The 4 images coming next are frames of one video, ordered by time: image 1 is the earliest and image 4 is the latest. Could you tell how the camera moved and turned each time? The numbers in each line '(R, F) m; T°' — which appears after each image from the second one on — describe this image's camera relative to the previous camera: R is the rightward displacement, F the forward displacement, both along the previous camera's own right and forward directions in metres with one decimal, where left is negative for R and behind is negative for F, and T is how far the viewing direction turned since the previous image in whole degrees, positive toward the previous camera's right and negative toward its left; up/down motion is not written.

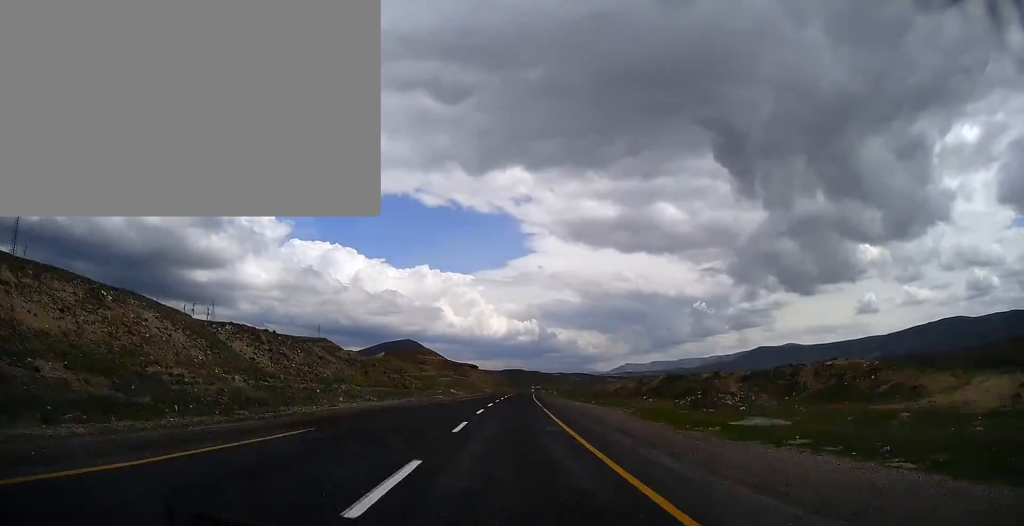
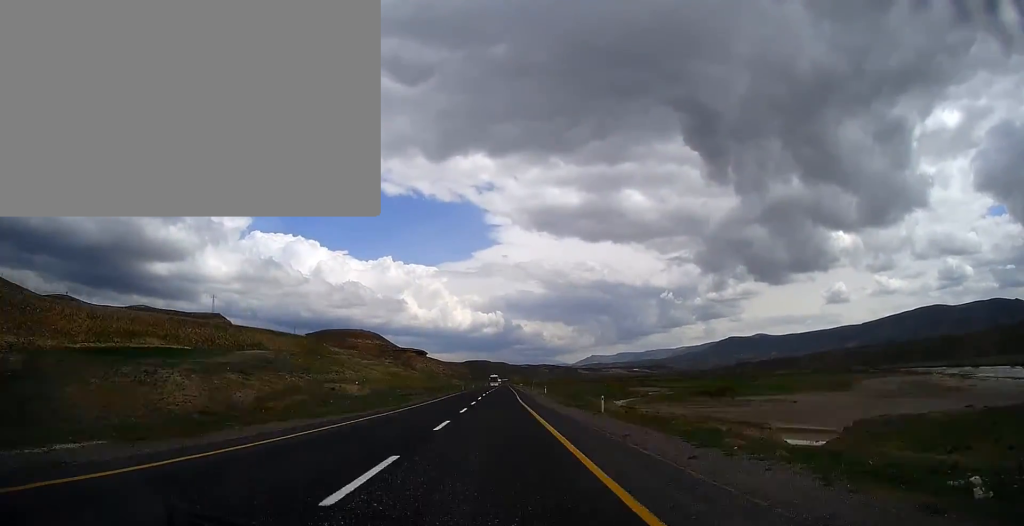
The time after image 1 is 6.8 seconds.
(+6.7, +181.7) m; +2°
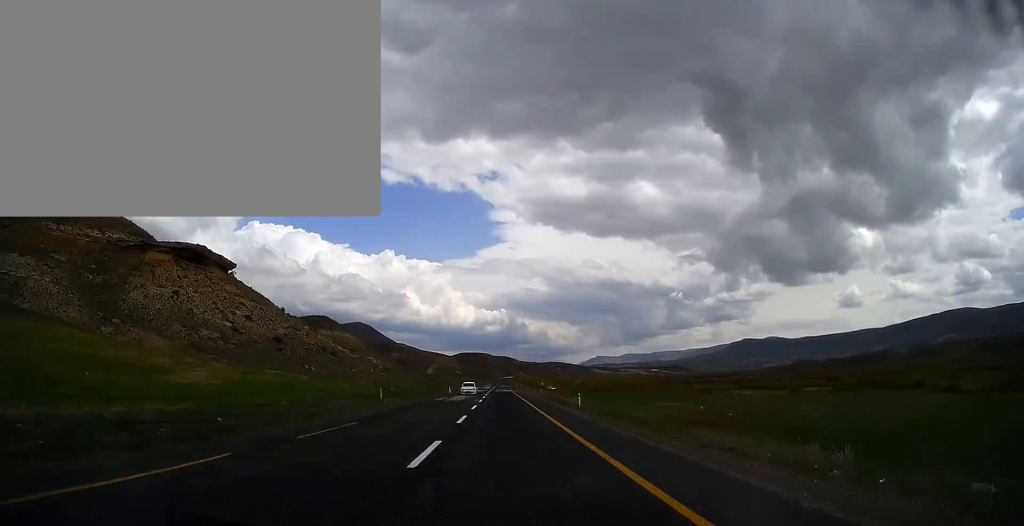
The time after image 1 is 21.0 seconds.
(+0.2, +390.0) m; 0°
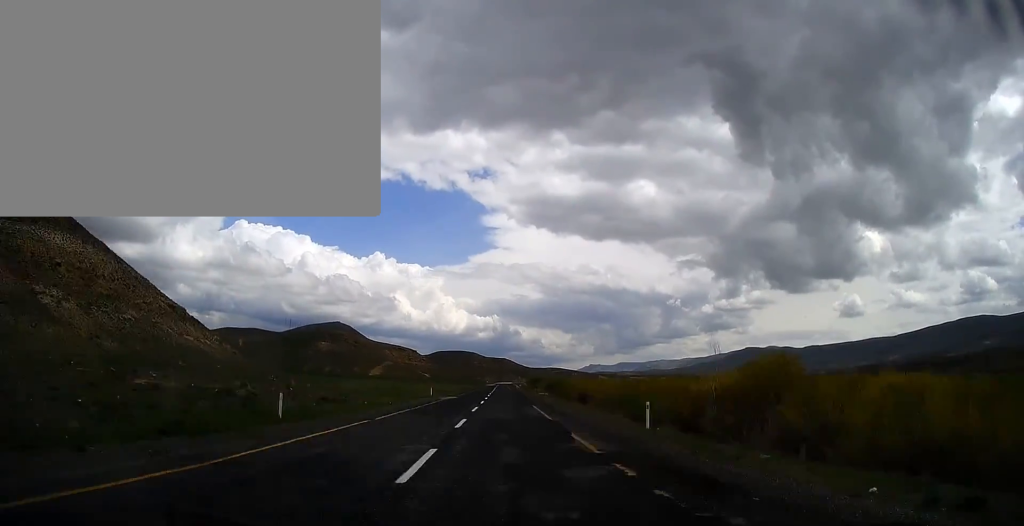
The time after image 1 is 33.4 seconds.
(+1.9, +344.4) m; +1°
